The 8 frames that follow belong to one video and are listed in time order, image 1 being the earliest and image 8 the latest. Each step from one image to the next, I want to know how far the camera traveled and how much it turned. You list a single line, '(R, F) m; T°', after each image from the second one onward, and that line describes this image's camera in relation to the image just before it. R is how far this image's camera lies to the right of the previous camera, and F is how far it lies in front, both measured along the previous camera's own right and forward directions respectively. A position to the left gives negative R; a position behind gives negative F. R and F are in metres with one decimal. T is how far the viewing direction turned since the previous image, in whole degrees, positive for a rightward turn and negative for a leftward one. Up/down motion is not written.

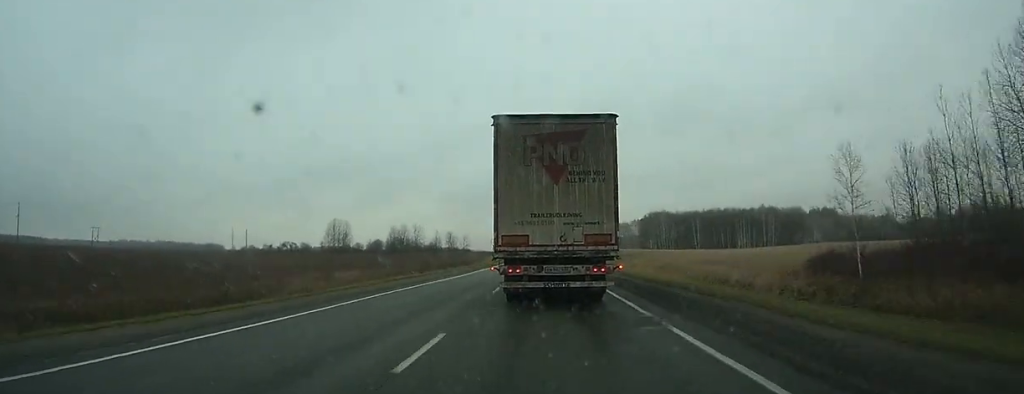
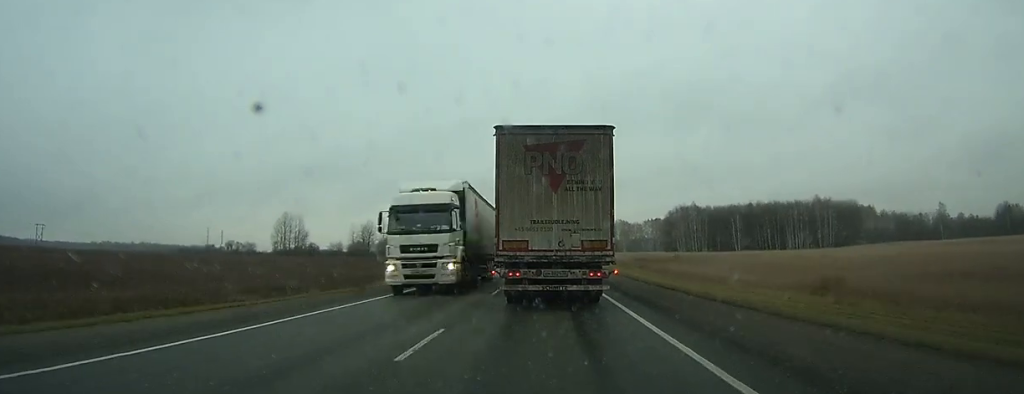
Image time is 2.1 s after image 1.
(+0.1, +50.1) m; 0°
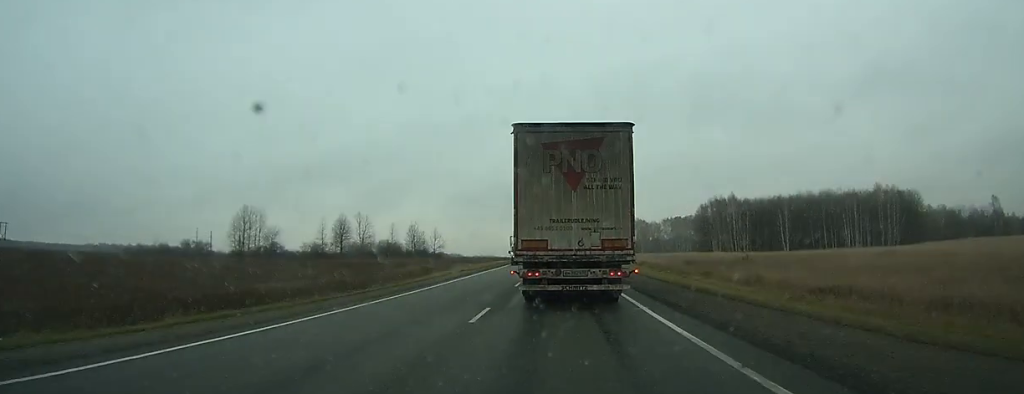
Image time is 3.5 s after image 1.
(-0.1, +33.7) m; 0°
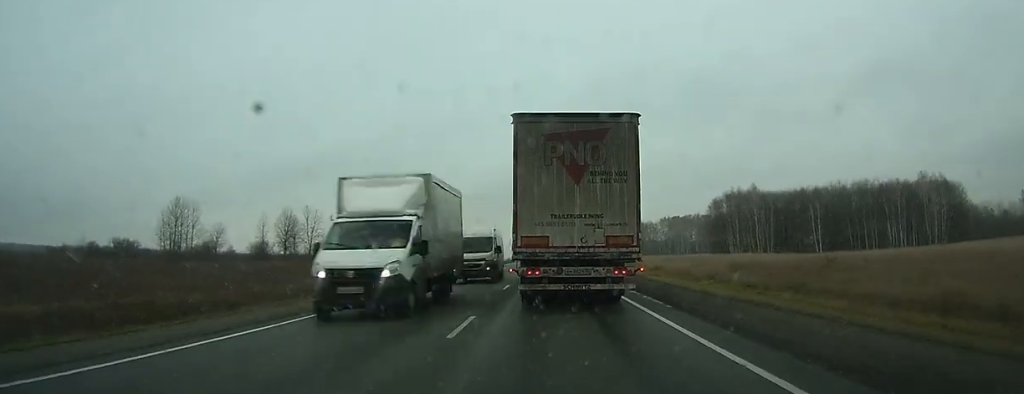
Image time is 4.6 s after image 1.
(0.0, +26.2) m; 0°
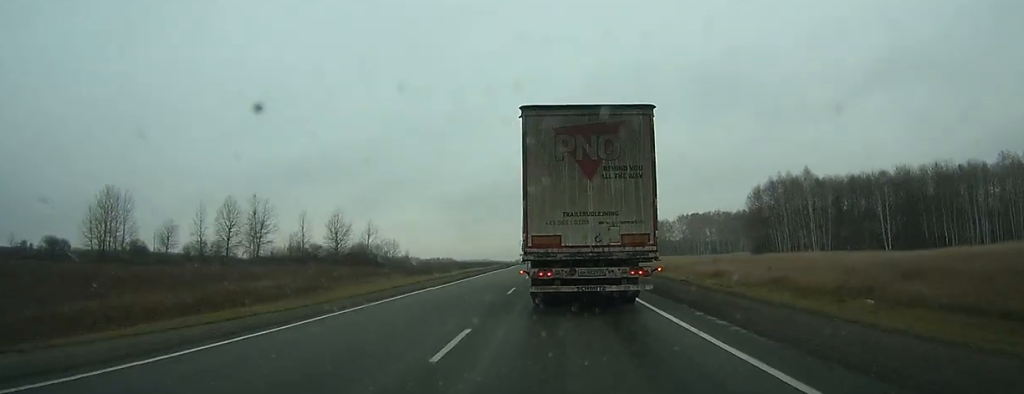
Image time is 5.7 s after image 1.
(0.0, +26.0) m; 0°
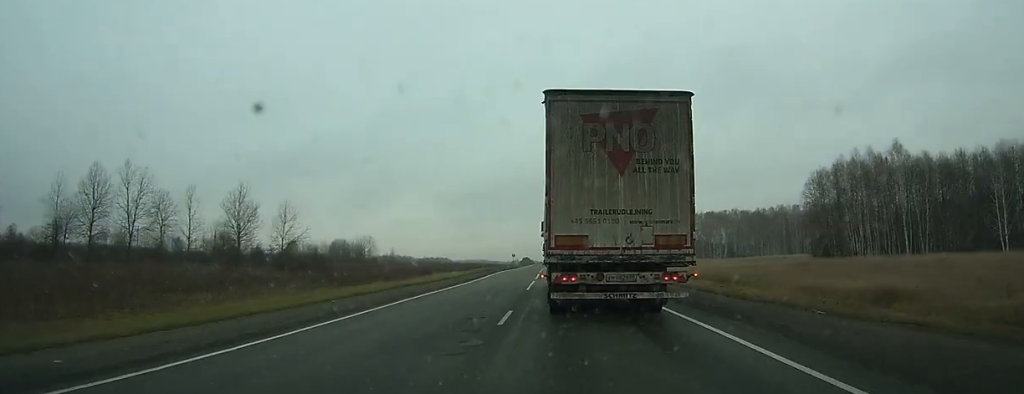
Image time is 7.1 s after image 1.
(-0.1, +30.3) m; 0°
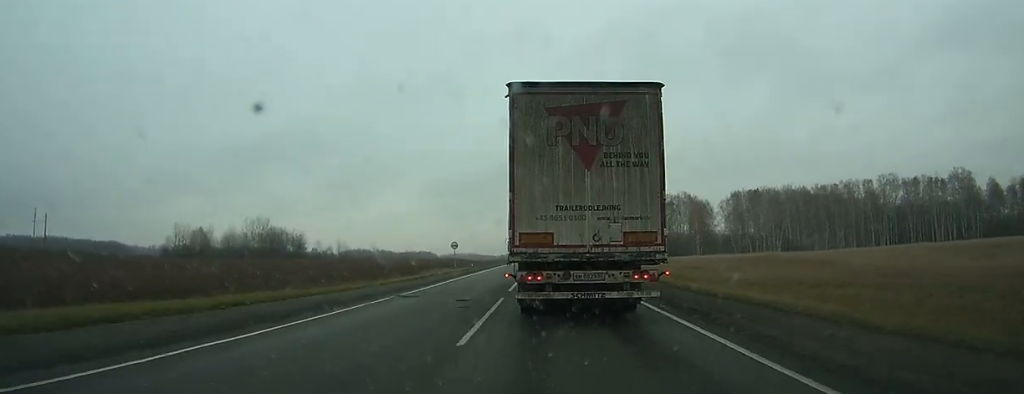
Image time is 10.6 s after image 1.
(+0.2, +74.0) m; 0°
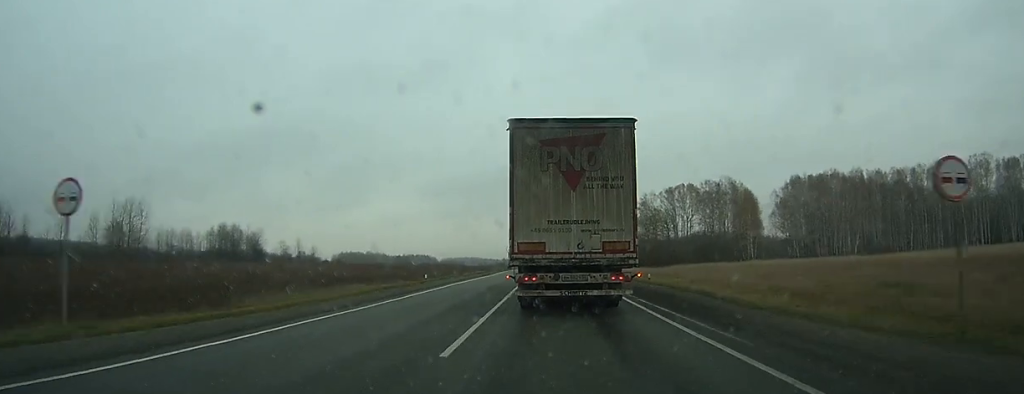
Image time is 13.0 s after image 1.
(+0.1, +52.4) m; 0°
